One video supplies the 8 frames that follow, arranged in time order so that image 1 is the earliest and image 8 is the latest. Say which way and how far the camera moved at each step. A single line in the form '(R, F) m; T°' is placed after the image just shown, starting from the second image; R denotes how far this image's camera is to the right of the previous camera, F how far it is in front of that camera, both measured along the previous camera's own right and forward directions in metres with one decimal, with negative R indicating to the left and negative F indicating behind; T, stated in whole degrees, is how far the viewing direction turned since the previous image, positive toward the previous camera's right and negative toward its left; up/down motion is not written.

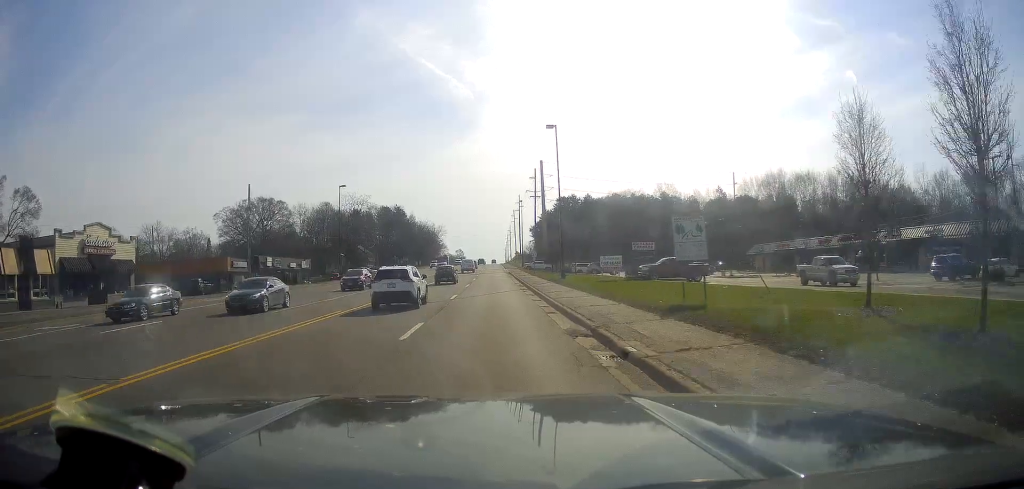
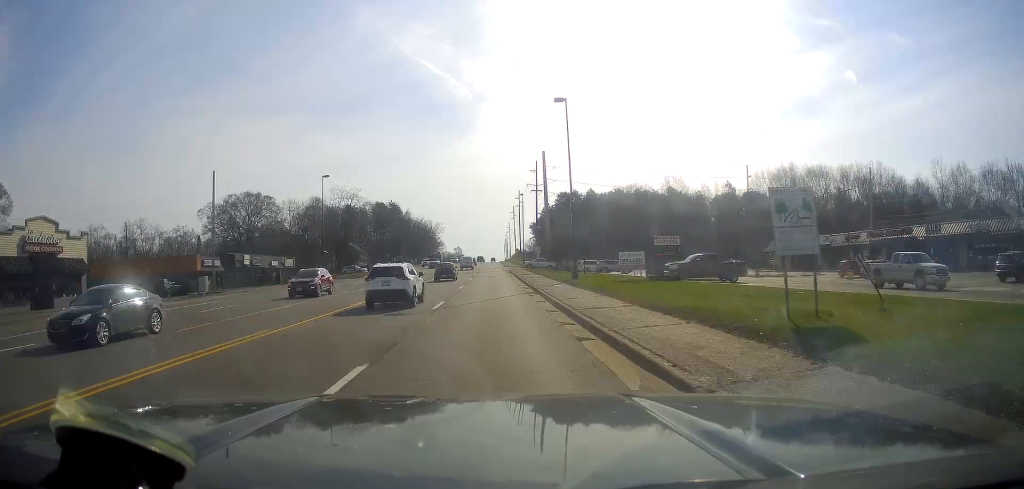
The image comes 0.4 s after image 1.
(0.0, +7.5) m; 0°
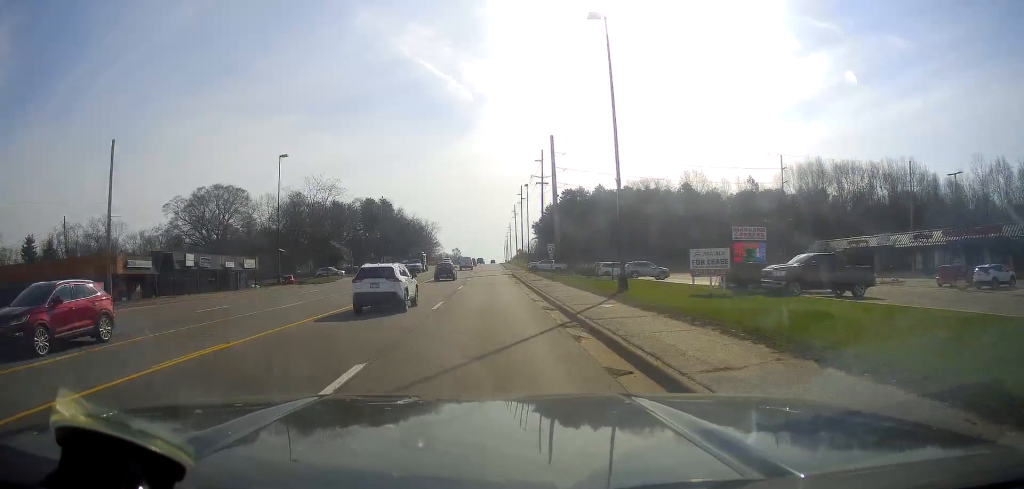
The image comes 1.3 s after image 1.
(0.0, +15.3) m; +2°
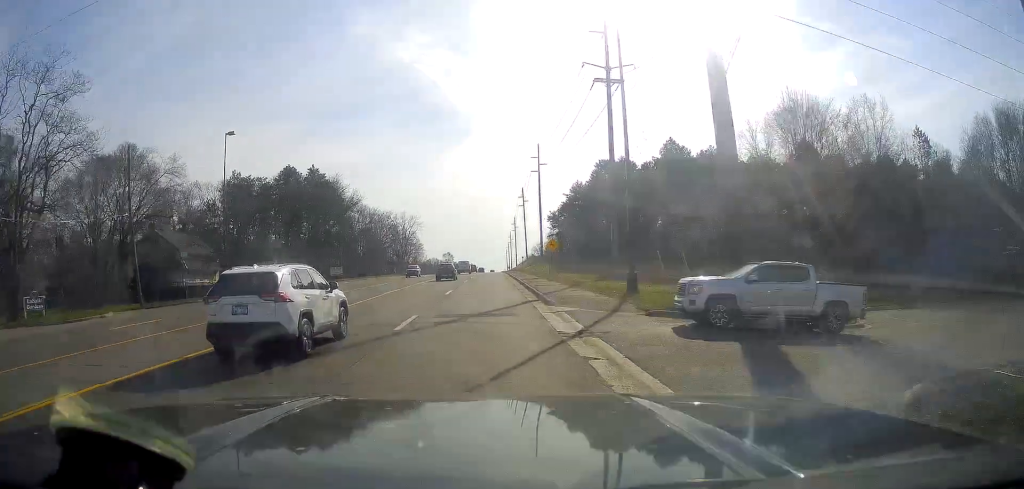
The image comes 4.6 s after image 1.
(+0.6, +67.7) m; -1°
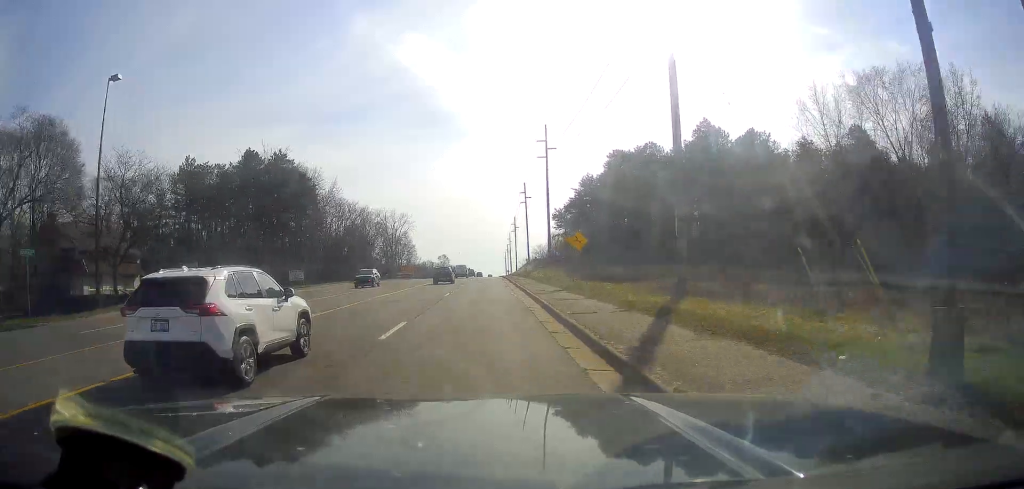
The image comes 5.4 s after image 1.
(0.0, +16.7) m; 0°
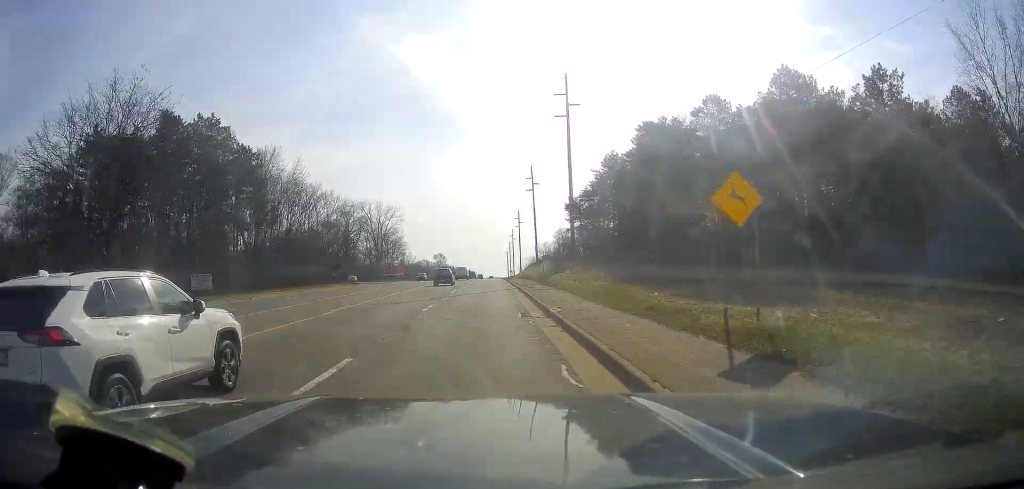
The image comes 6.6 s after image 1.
(+0.3, +24.0) m; +1°
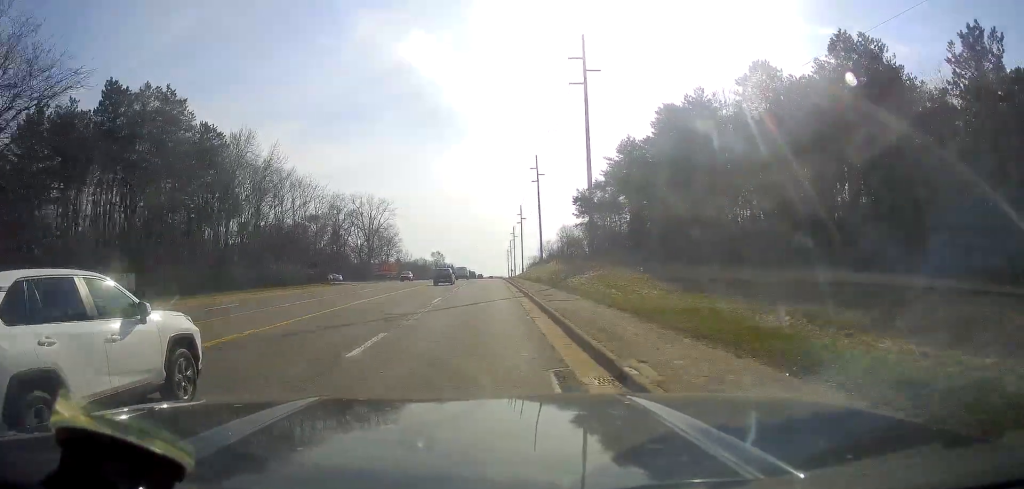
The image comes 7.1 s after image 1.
(+0.3, +11.3) m; 0°
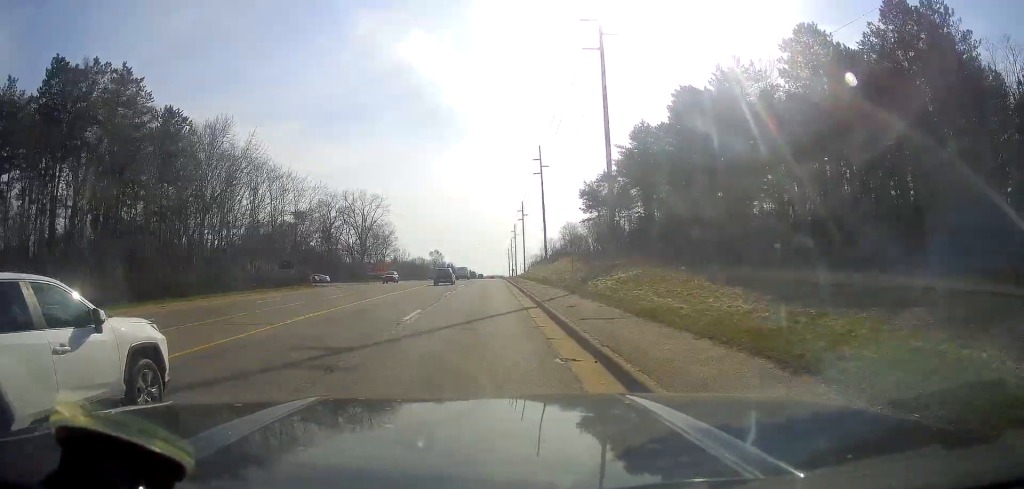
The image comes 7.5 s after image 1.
(0.0, +8.5) m; 0°
